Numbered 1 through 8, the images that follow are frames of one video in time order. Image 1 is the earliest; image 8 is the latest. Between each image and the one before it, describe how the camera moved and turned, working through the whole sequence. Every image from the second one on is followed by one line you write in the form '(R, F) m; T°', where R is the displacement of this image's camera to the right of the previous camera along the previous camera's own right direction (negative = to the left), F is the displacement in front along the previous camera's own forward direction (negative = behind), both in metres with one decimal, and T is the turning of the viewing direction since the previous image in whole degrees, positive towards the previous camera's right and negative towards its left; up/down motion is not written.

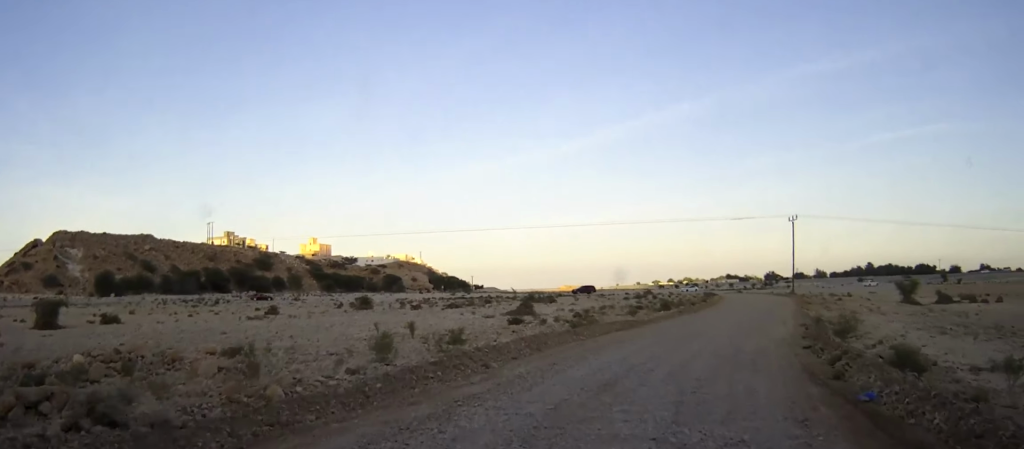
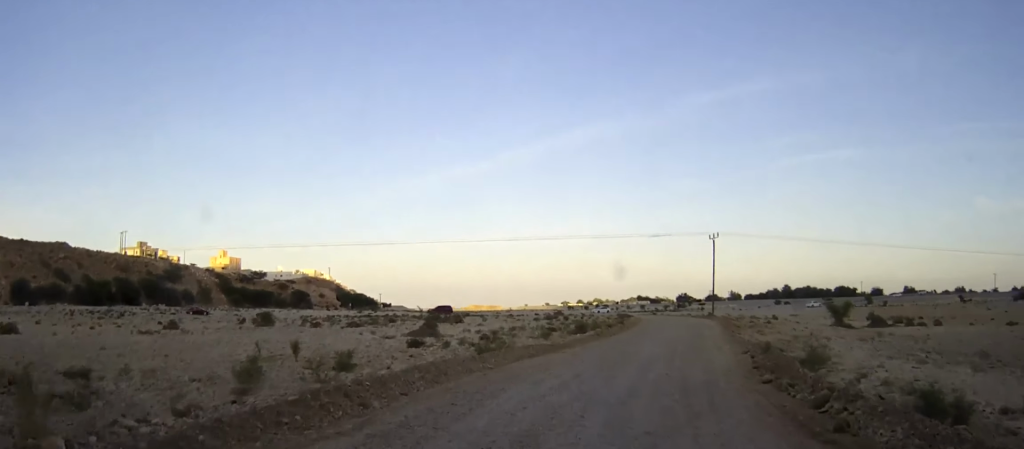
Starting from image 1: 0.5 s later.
(+0.3, +3.2) m; +6°
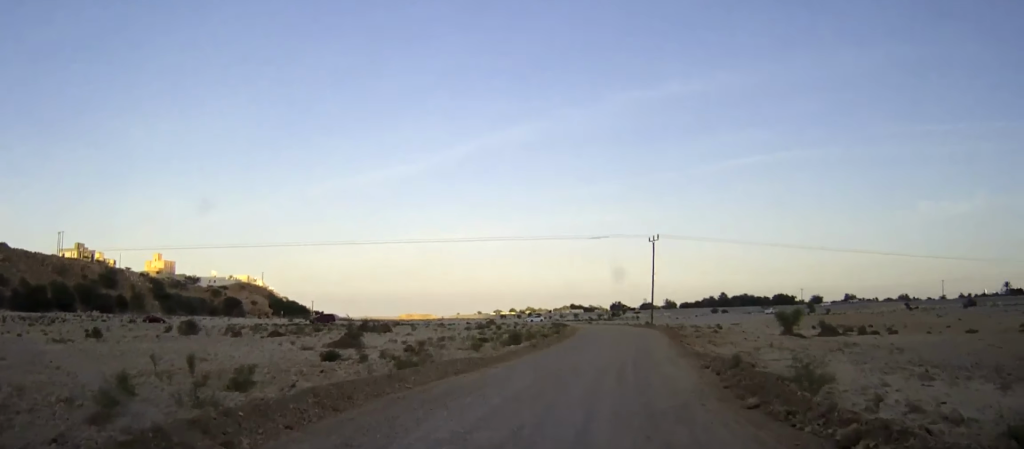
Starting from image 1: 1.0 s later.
(+0.1, +3.0) m; +5°
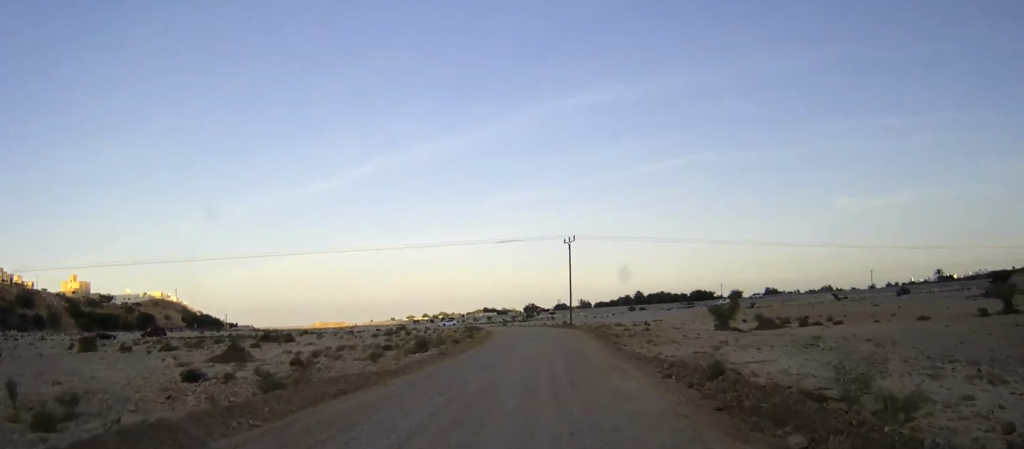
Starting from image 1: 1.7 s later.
(+0.3, +4.9) m; +6°
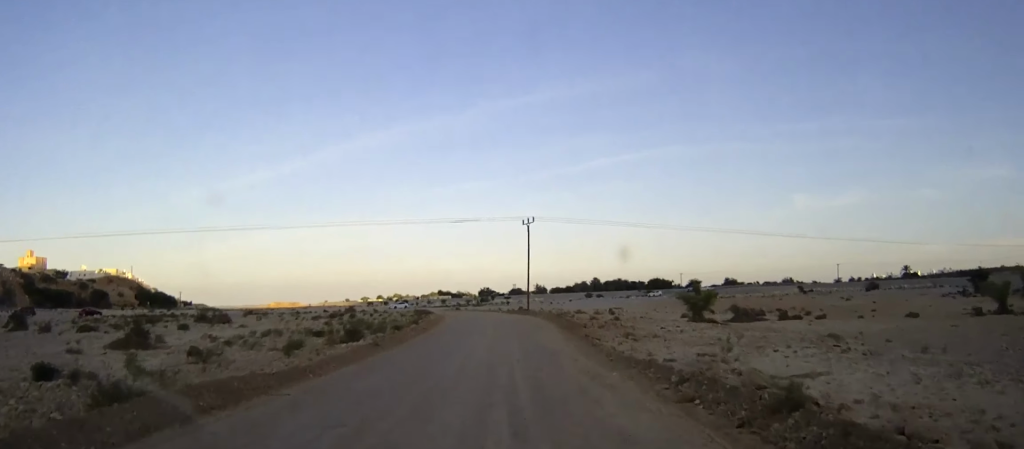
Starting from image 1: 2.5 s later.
(+0.3, +5.5) m; +4°
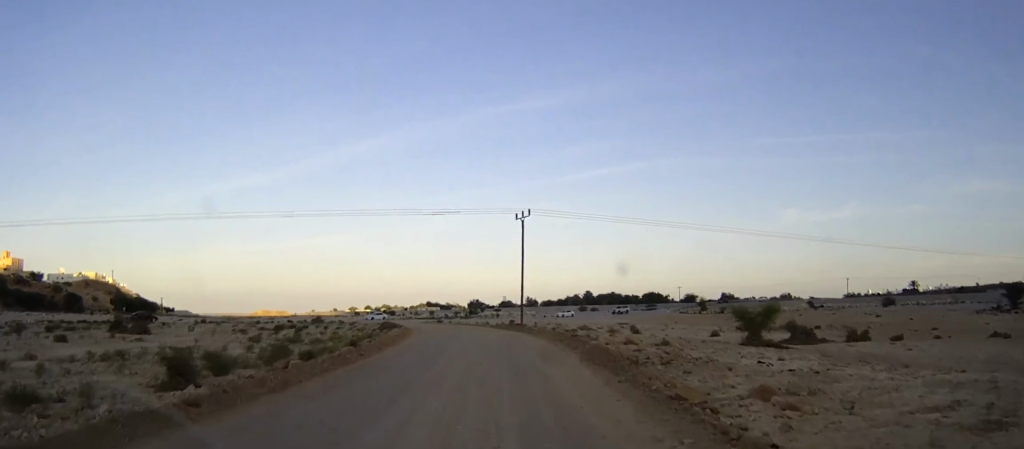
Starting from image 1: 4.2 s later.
(+0.5, +13.8) m; +2°
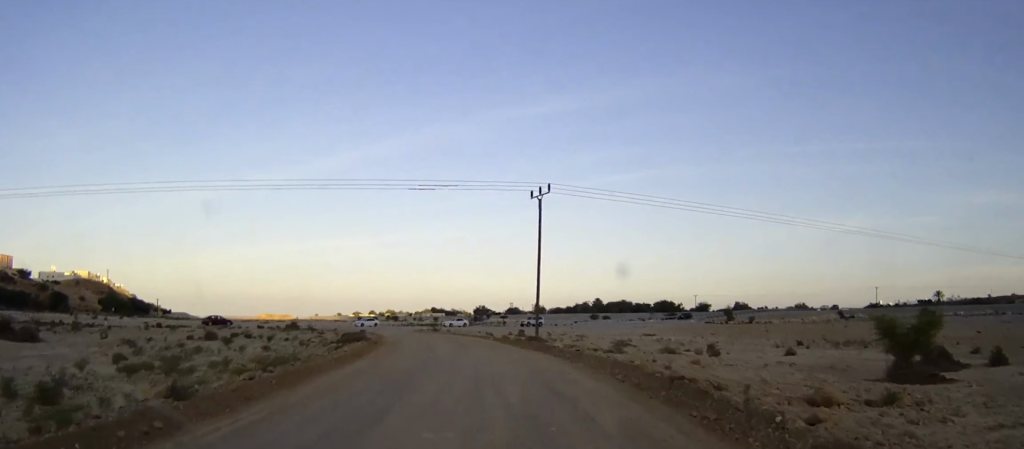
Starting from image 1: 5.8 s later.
(-0.1, +14.8) m; -1°
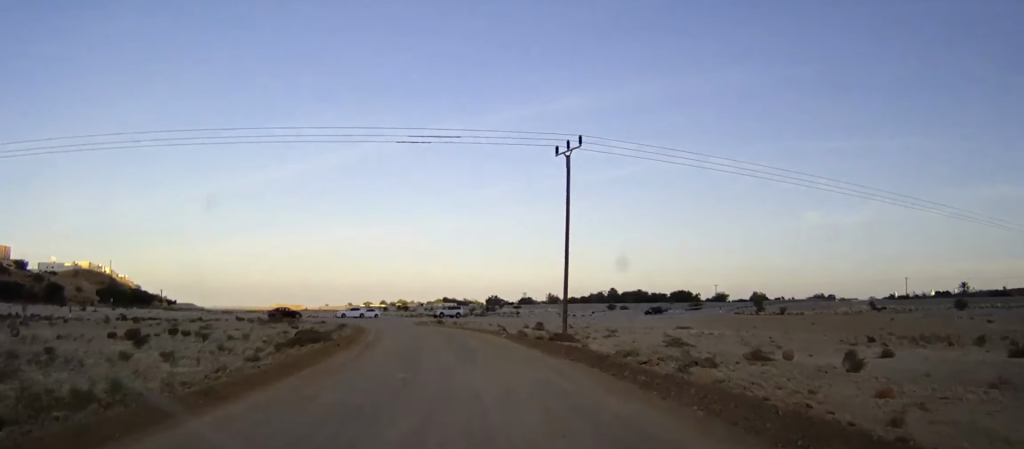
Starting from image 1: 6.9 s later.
(-0.2, +10.9) m; -2°
